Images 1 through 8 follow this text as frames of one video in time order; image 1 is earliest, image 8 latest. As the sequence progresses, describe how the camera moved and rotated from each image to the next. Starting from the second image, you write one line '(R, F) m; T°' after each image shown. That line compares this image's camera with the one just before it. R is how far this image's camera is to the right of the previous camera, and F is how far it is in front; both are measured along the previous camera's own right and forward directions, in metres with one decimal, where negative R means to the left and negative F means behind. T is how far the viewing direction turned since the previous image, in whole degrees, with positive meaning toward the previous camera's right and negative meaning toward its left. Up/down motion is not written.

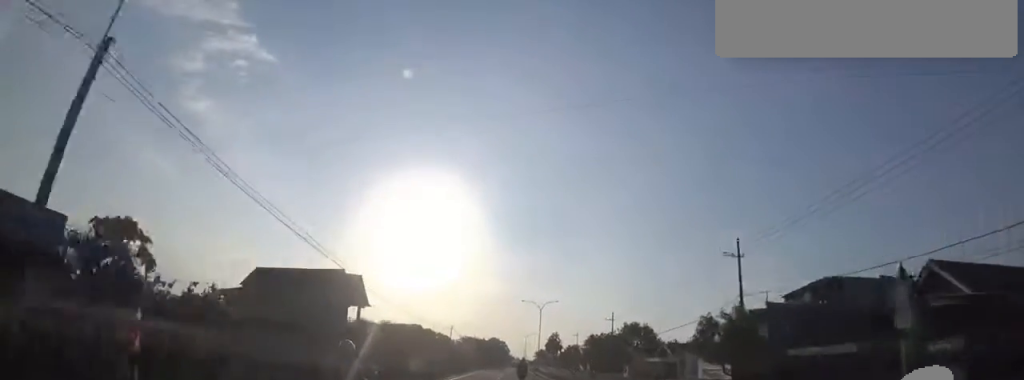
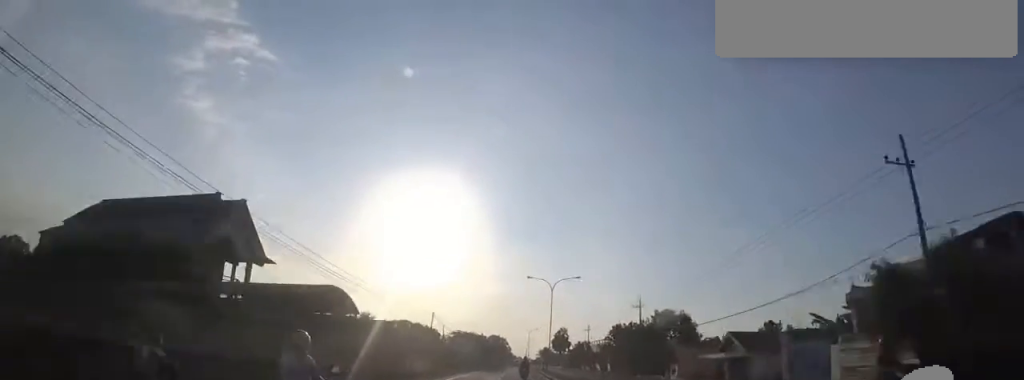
(0.0, +17.9) m; 0°
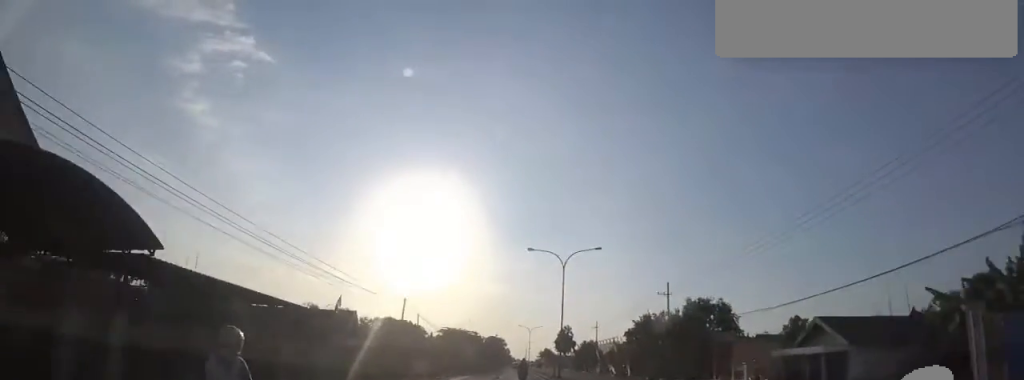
(0.0, +13.2) m; 0°
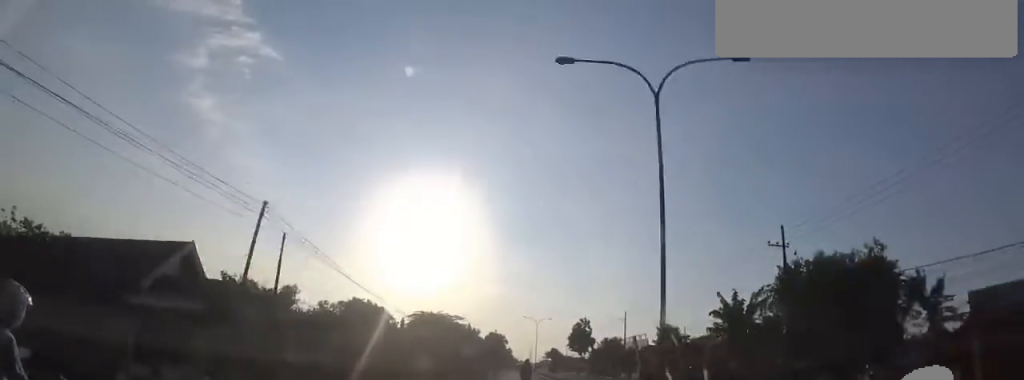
(0.0, +24.2) m; 0°
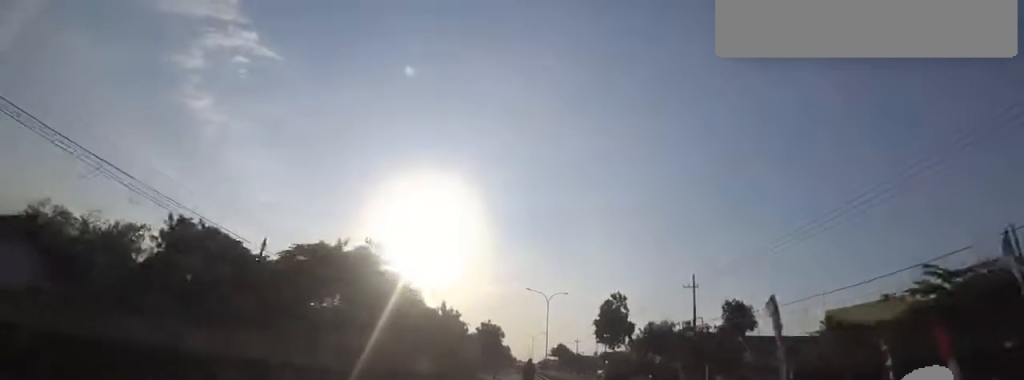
(0.0, +30.9) m; 0°
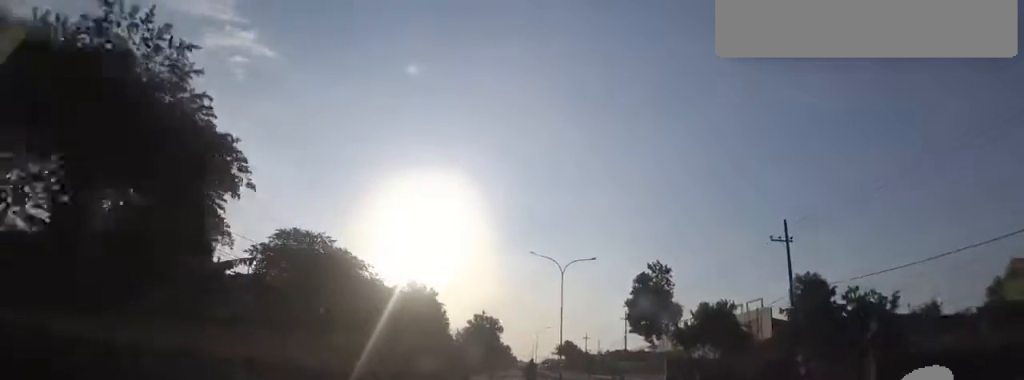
(0.0, +17.5) m; 0°
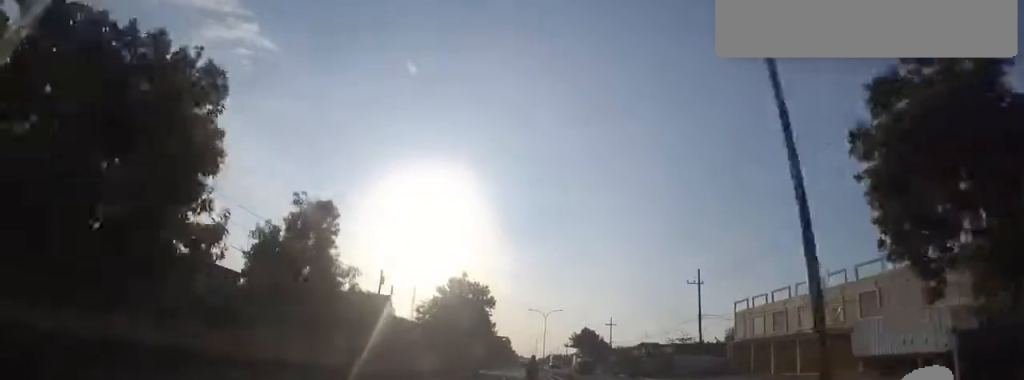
(+0.6, +32.3) m; +1°
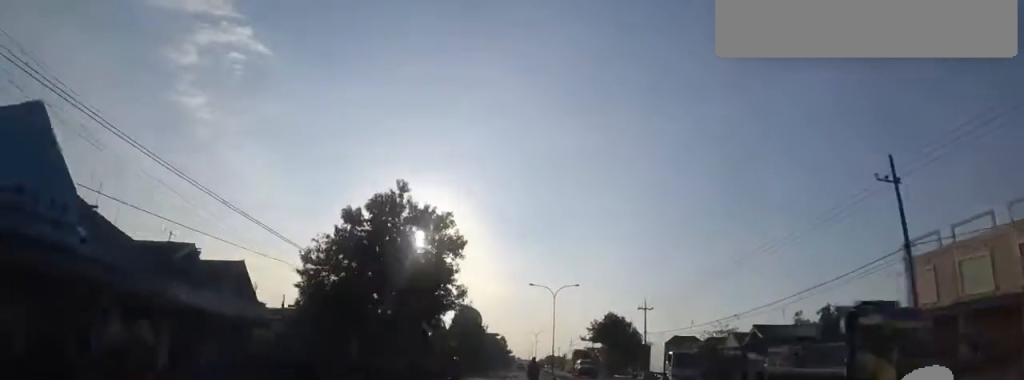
(-0.3, +27.7) m; -1°
